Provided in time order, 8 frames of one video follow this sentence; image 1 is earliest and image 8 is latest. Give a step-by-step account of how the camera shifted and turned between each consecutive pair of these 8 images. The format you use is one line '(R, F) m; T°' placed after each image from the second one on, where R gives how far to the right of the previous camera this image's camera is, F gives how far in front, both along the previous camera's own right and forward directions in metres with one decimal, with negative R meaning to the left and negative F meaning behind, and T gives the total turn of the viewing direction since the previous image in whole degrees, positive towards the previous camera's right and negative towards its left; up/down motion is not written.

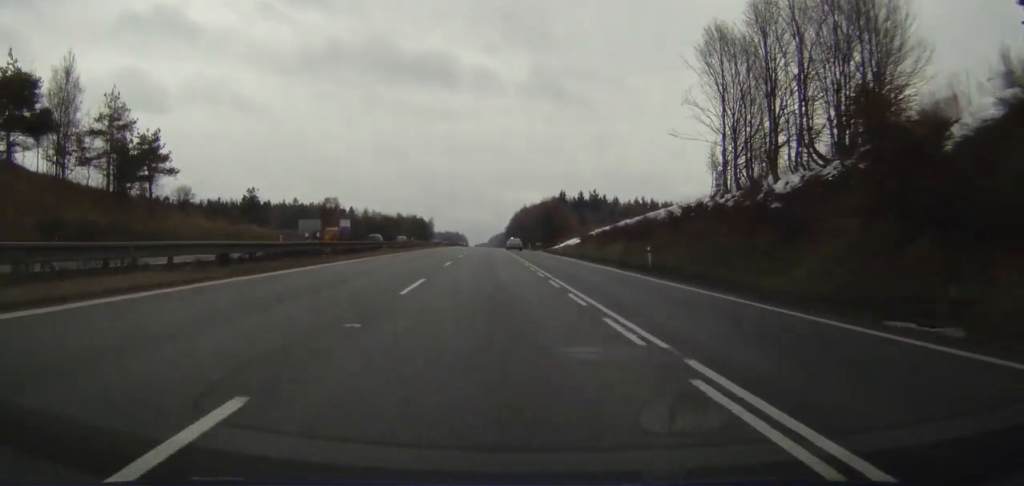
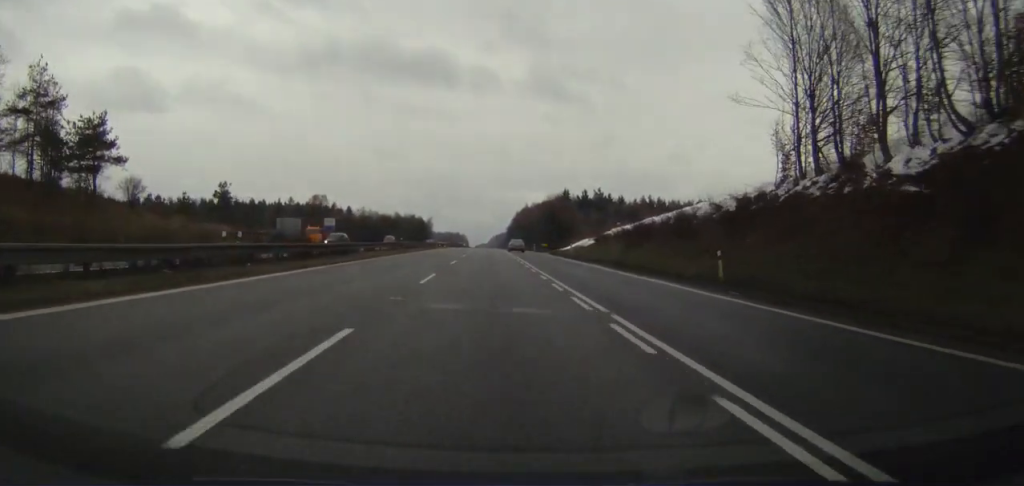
(-0.1, +13.0) m; 0°
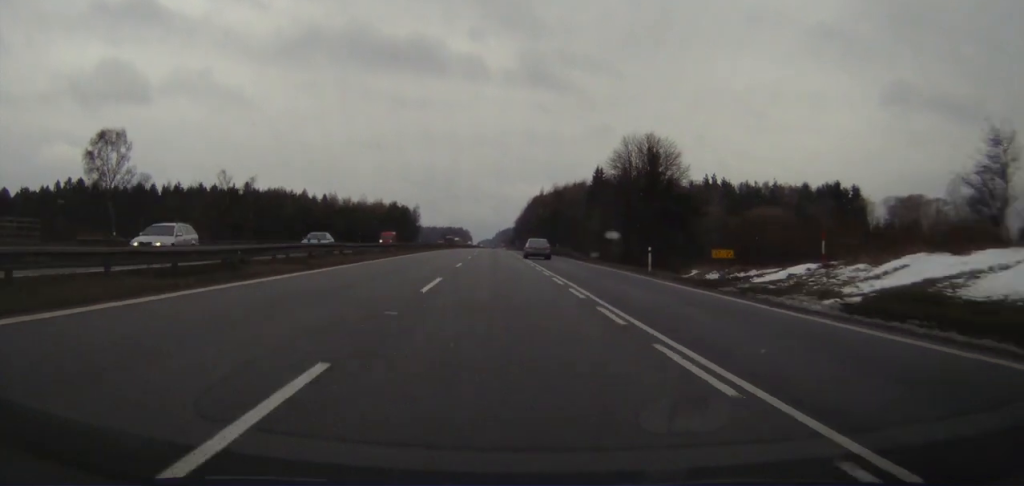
(-0.2, +93.2) m; 0°
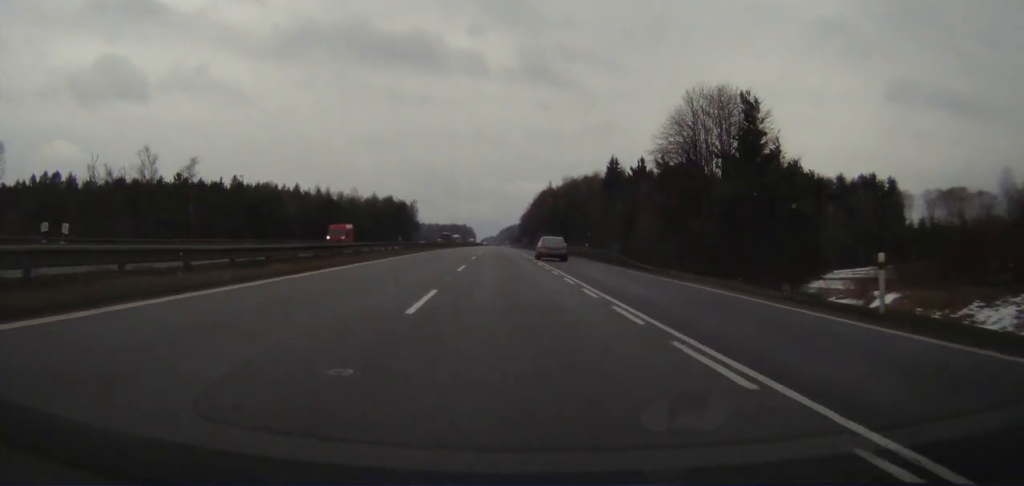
(-0.1, +24.8) m; 0°
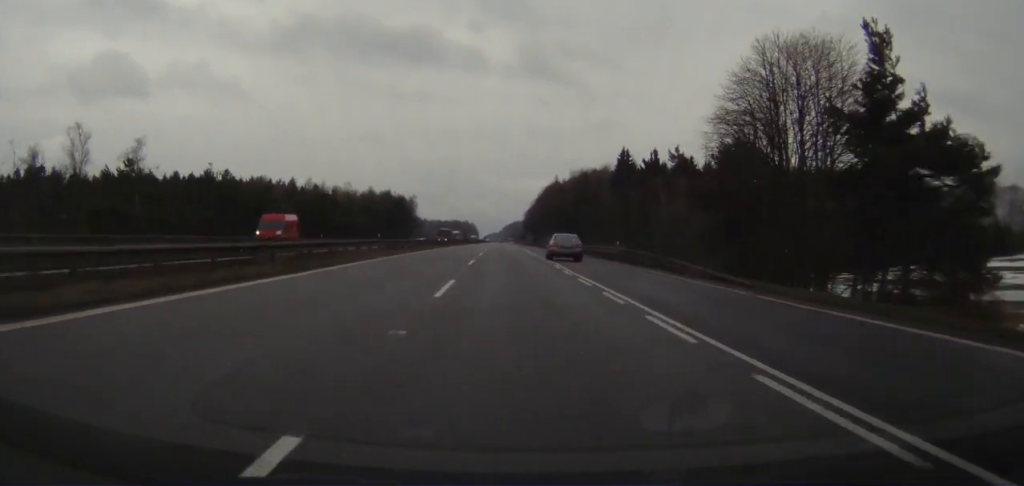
(-0.1, +14.5) m; 0°
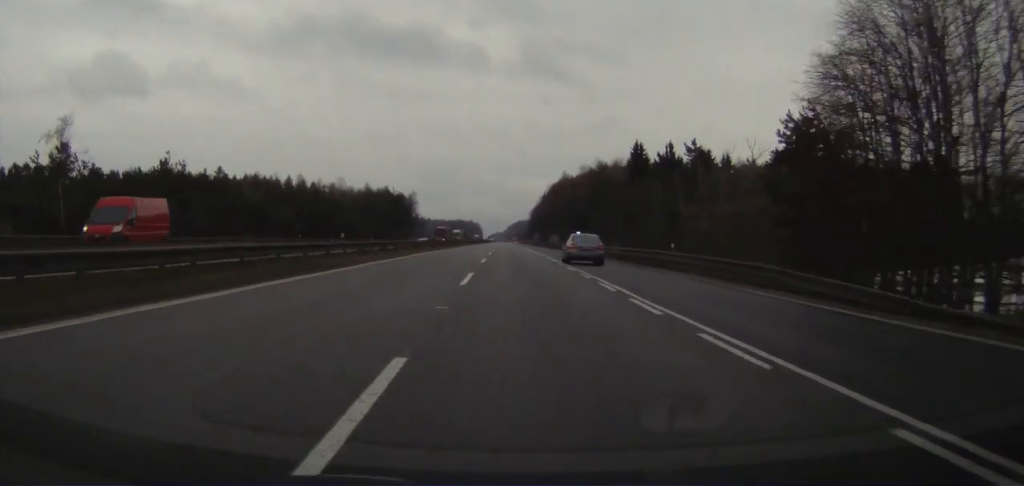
(+0.1, +15.4) m; 0°
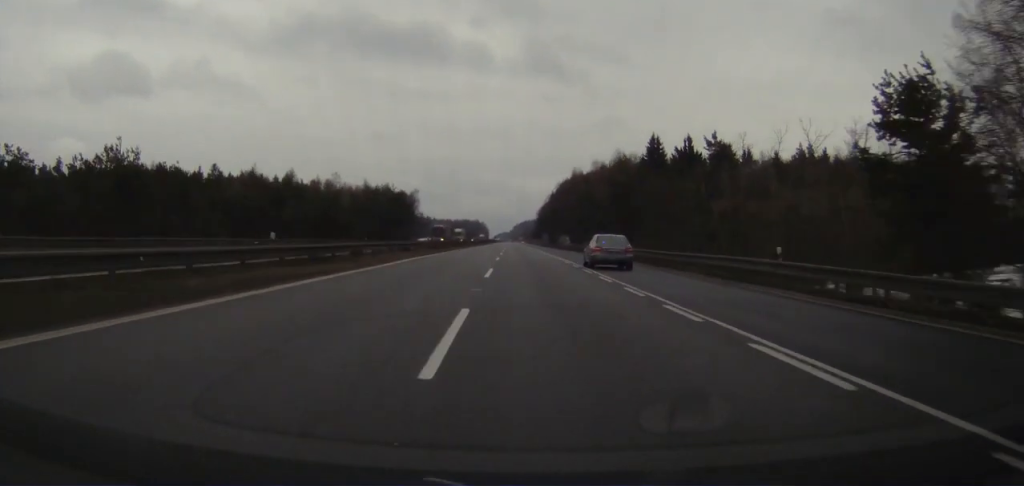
(+0.1, +13.1) m; 0°
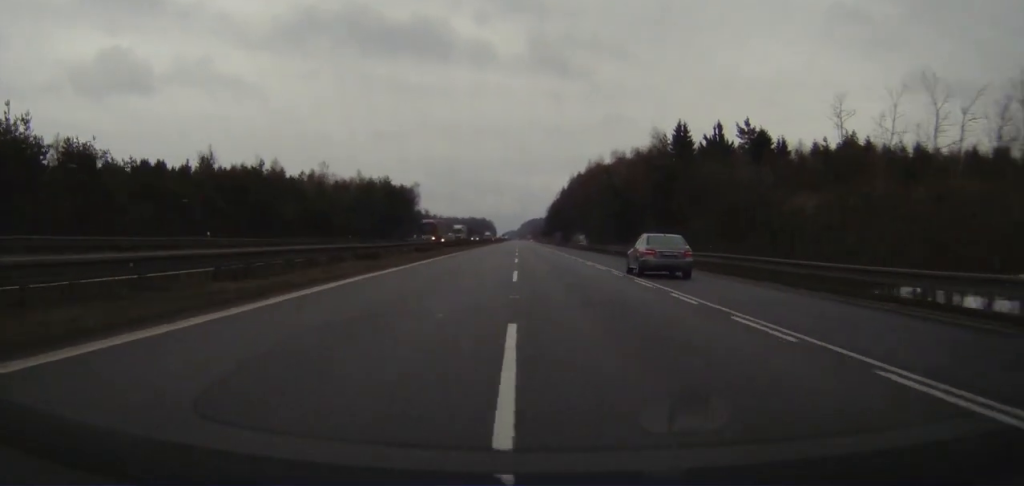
(-0.2, +20.6) m; -1°
